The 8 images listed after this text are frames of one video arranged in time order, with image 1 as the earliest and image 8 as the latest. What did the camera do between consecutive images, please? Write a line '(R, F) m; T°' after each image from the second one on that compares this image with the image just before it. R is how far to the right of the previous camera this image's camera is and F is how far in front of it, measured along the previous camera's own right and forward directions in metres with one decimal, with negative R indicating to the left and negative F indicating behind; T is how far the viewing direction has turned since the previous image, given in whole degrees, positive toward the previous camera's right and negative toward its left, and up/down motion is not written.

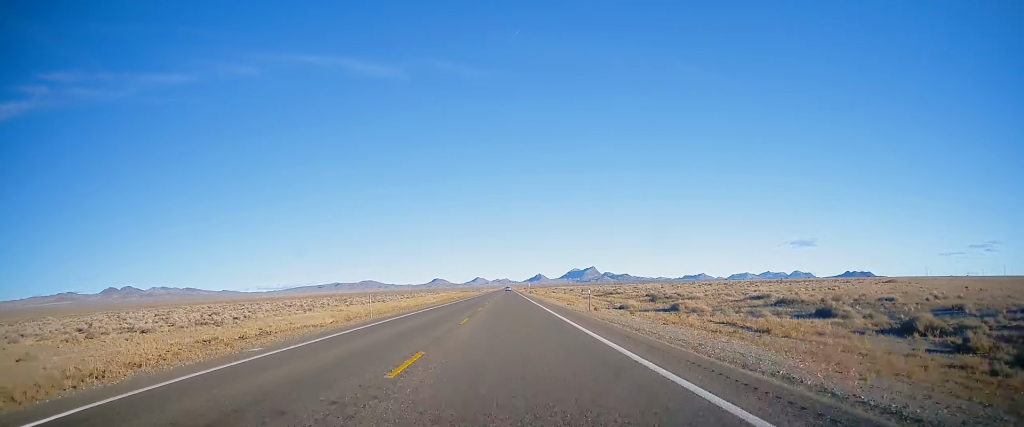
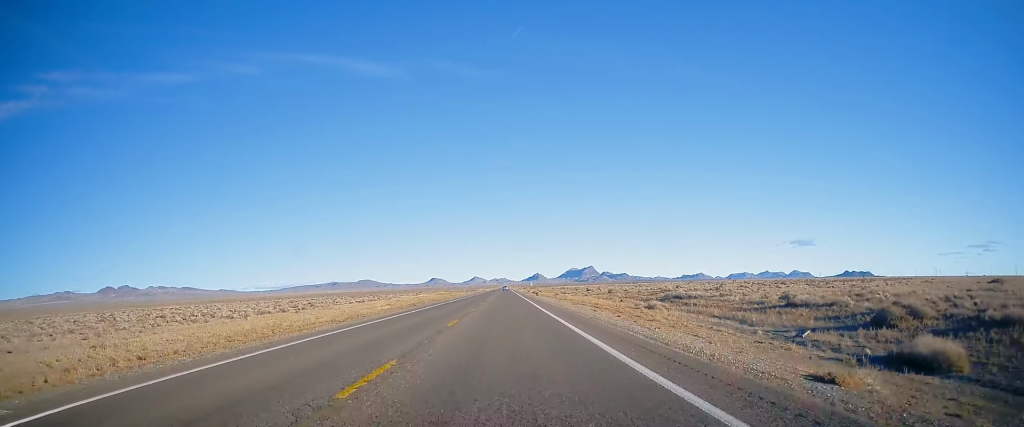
(-0.5, +38.3) m; 0°
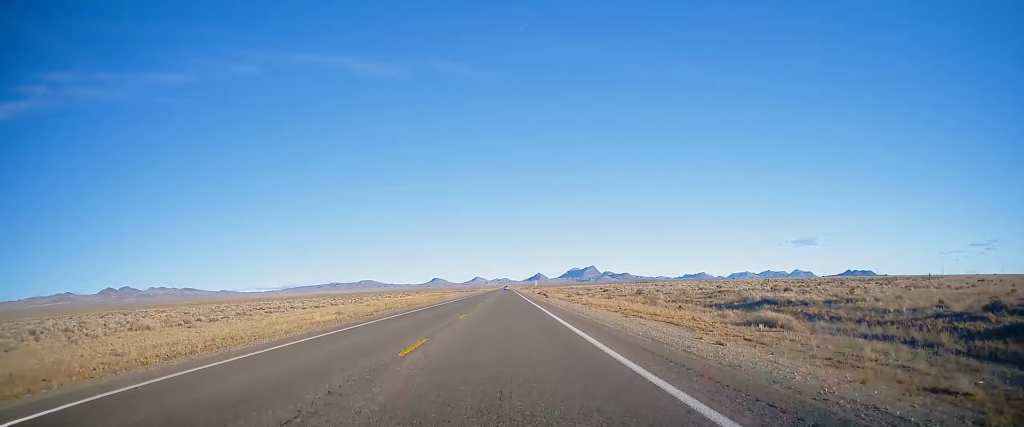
(+0.6, +20.4) m; 0°
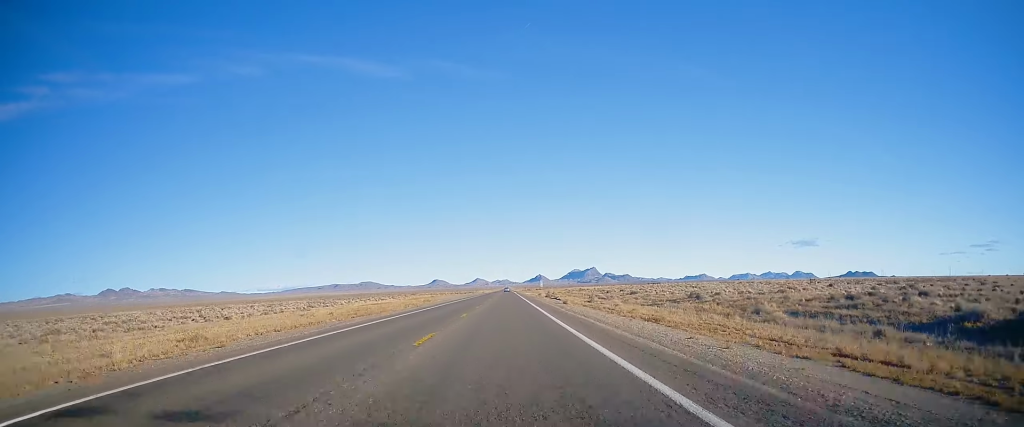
(+0.1, +22.3) m; 0°
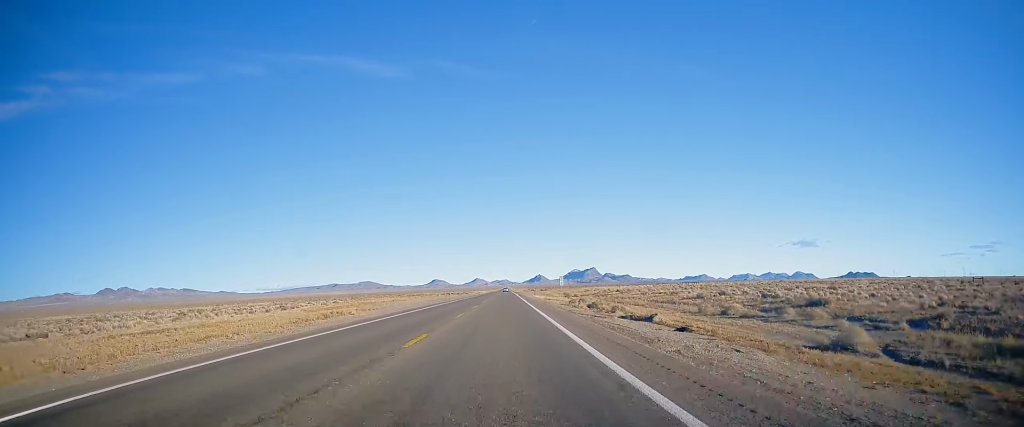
(-0.3, +48.7) m; 0°
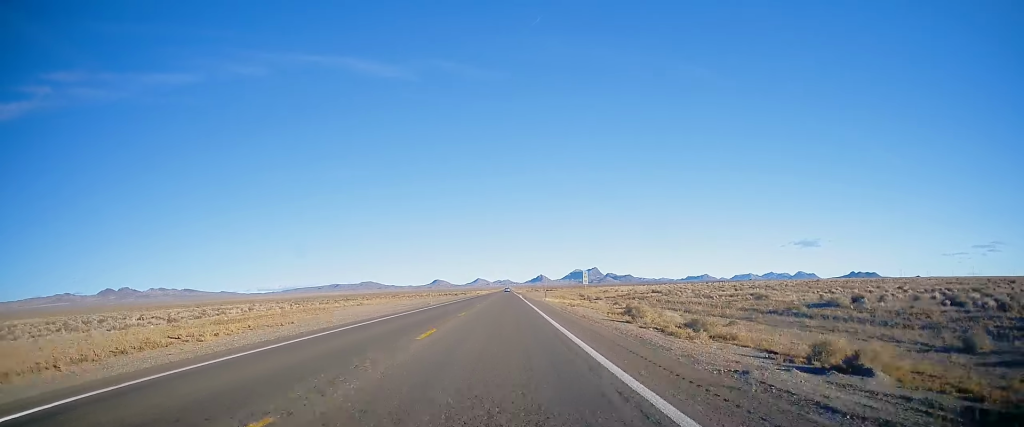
(-0.1, +22.6) m; 0°
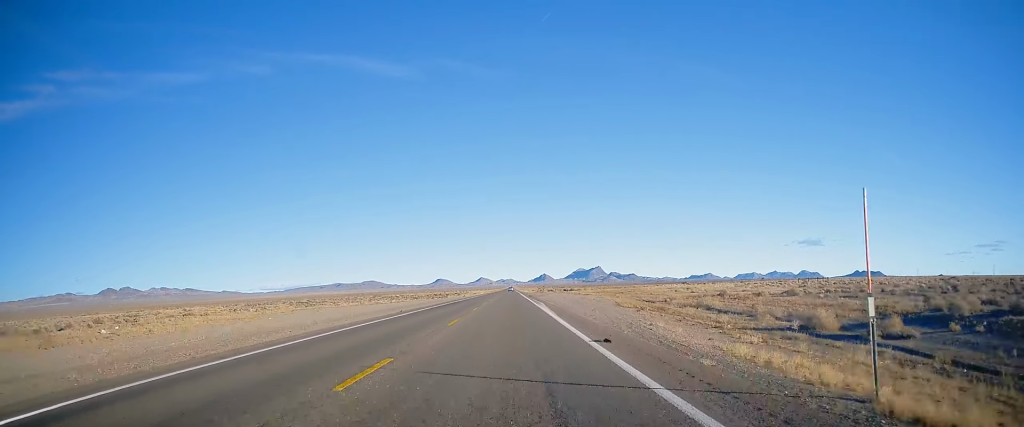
(-0.1, +56.2) m; 0°
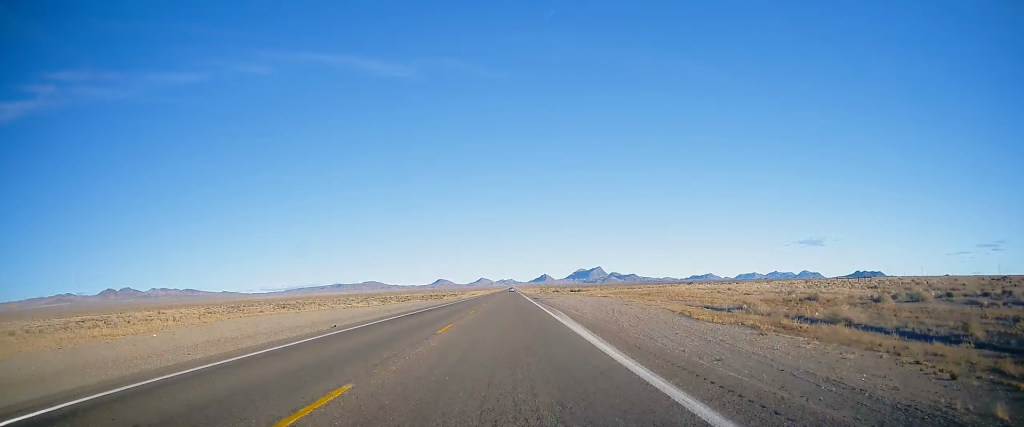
(+0.2, +14.9) m; 0°
